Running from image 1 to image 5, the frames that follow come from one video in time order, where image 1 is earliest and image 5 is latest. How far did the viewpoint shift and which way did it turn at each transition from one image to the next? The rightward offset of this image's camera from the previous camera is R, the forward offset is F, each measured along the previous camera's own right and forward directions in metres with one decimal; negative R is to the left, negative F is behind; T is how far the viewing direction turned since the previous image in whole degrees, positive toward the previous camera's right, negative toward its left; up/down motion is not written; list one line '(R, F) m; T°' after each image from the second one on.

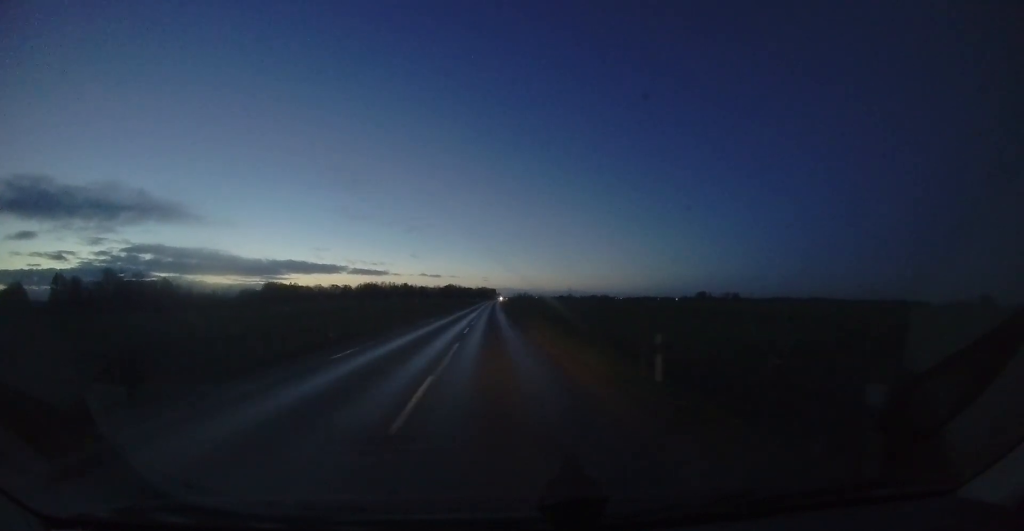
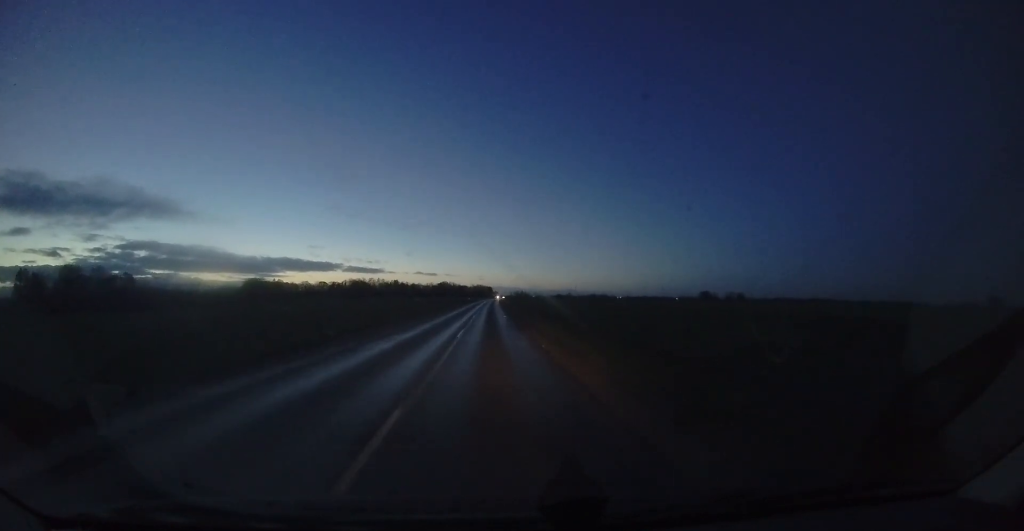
(0.0, +26.5) m; +1°
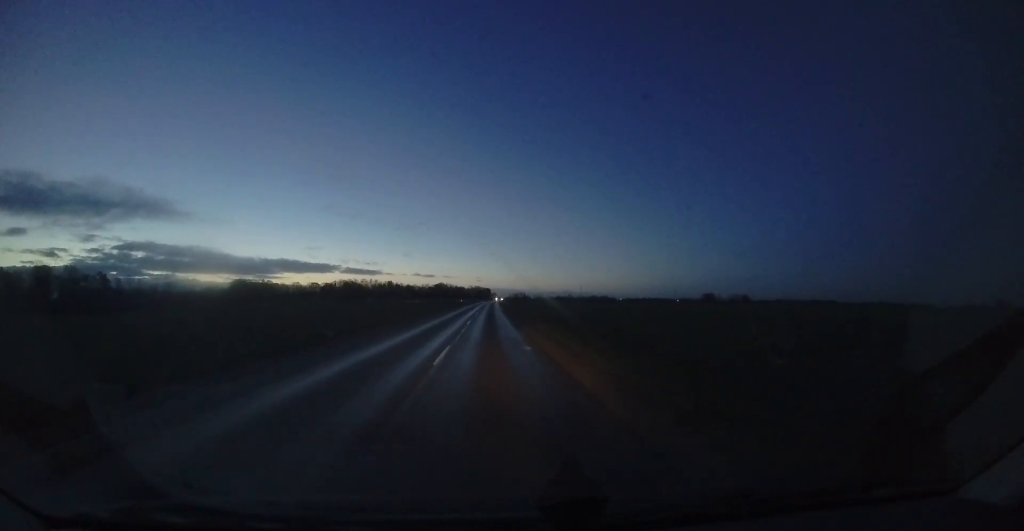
(+0.2, +17.5) m; +1°
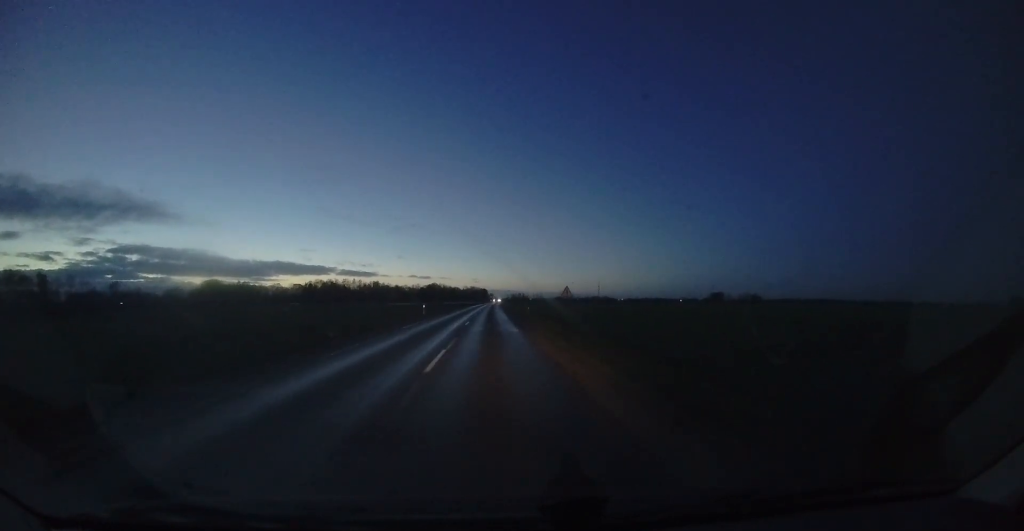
(-0.1, +36.6) m; +1°
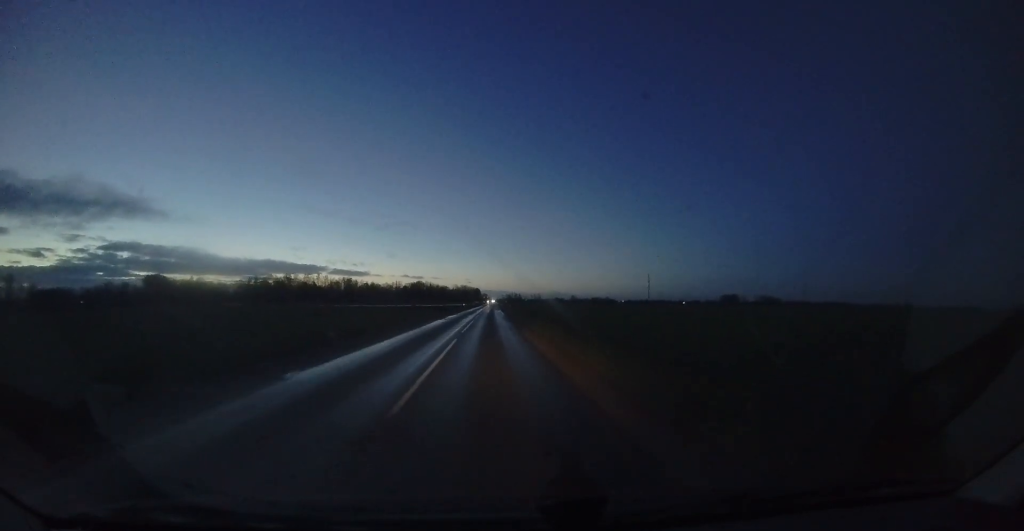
(+0.6, +56.5) m; 0°
